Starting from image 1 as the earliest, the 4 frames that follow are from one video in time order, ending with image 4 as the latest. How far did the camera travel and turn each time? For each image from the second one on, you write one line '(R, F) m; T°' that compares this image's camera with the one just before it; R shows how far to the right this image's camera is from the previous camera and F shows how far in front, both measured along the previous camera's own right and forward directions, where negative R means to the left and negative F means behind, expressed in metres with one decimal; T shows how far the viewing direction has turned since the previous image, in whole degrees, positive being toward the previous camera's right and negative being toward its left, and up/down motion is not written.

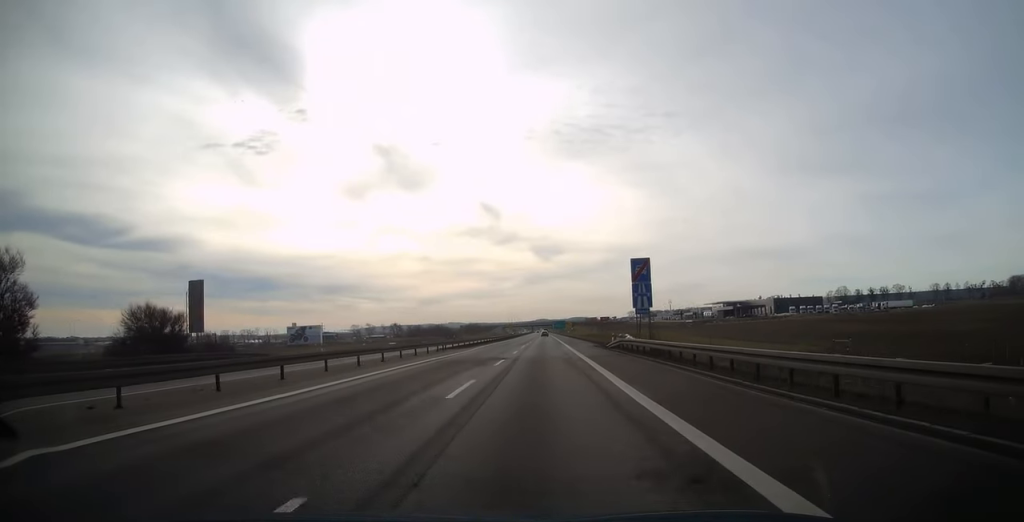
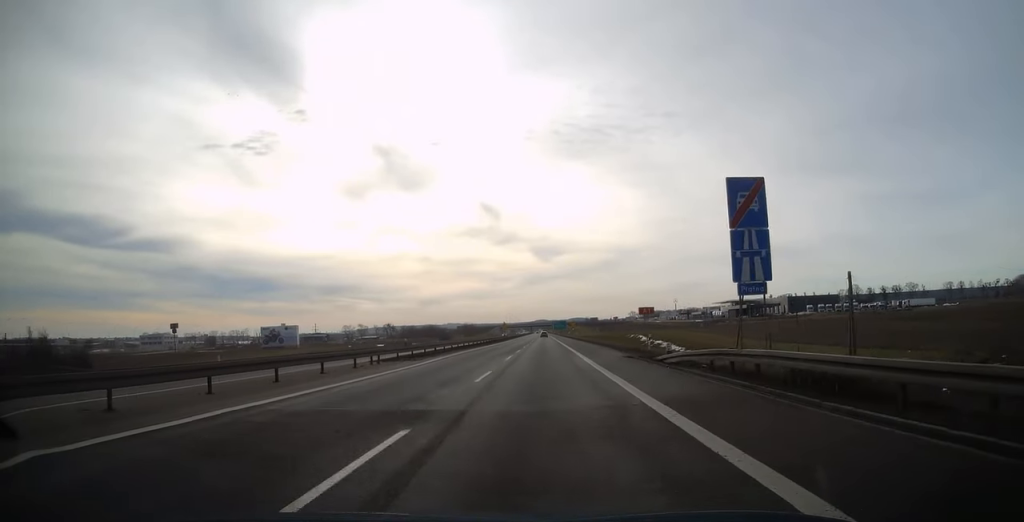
(0.0, +20.2) m; 0°
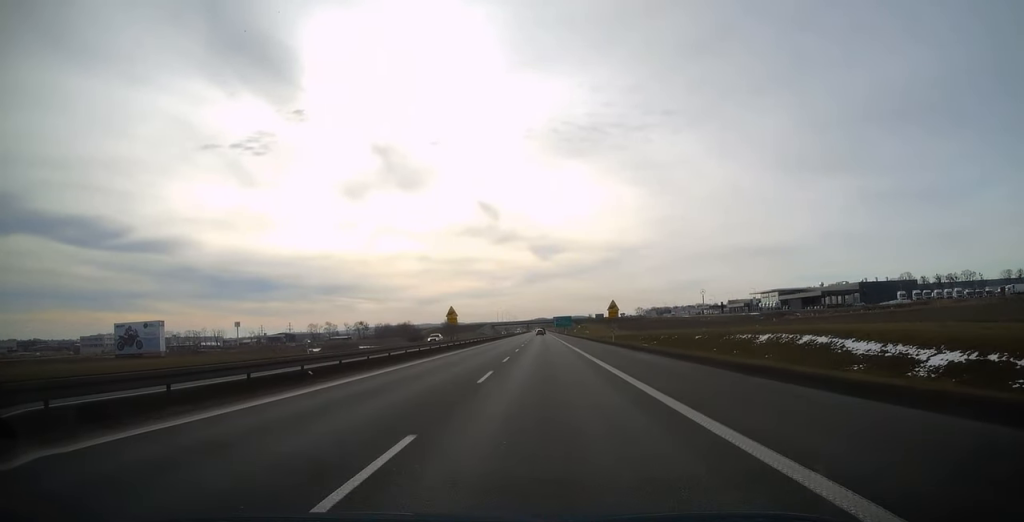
(0.0, +73.6) m; 0°
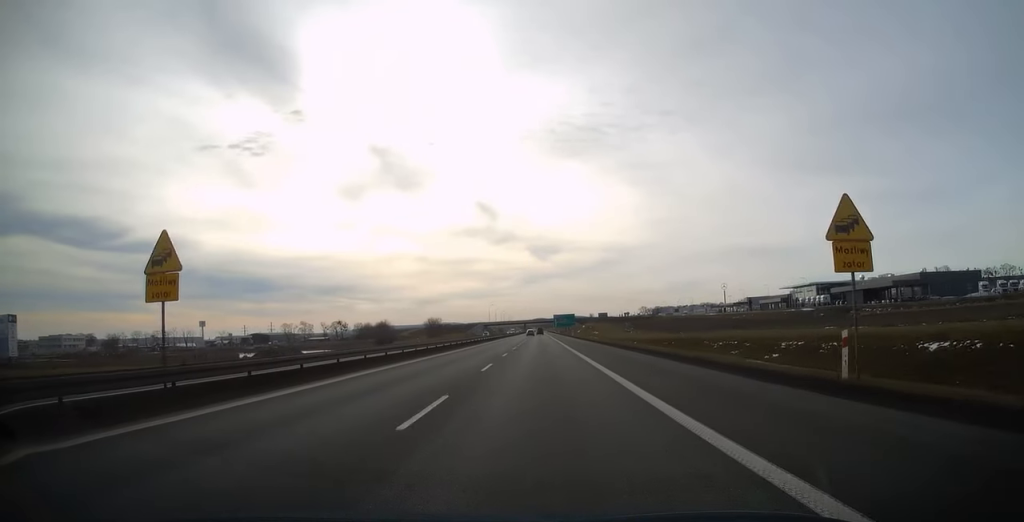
(-0.1, +43.3) m; 0°
